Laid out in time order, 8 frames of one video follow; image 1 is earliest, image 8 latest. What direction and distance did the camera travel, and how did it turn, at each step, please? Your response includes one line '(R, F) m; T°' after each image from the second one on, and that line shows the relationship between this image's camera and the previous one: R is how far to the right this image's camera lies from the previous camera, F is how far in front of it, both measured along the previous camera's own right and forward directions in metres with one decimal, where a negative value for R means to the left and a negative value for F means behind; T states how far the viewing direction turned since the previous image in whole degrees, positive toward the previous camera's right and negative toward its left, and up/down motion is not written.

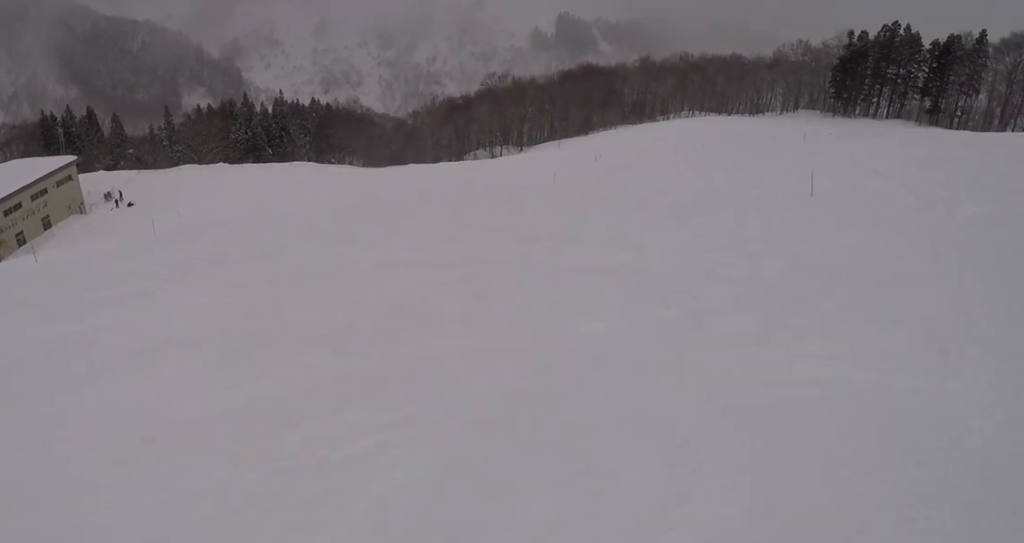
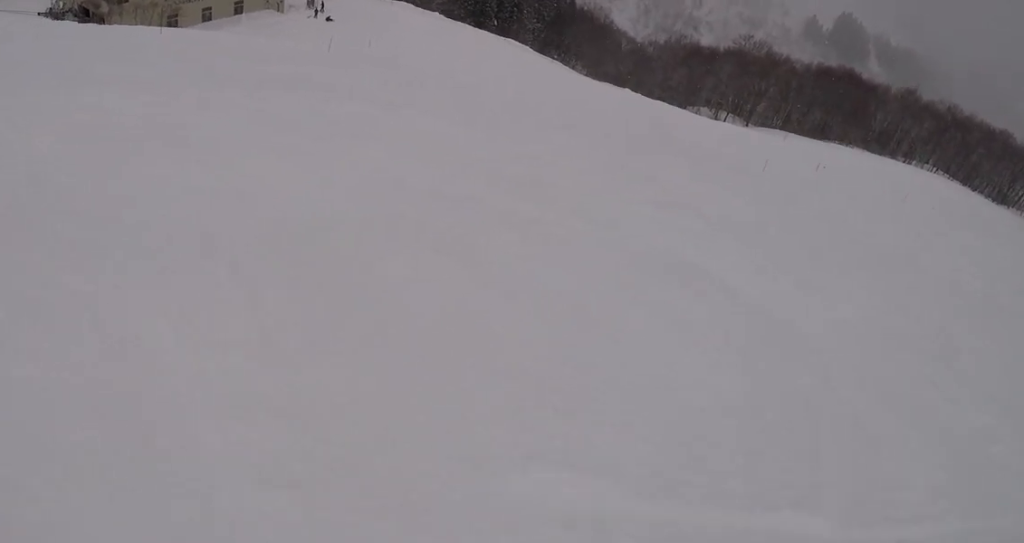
(-0.8, +4.3) m; -21°
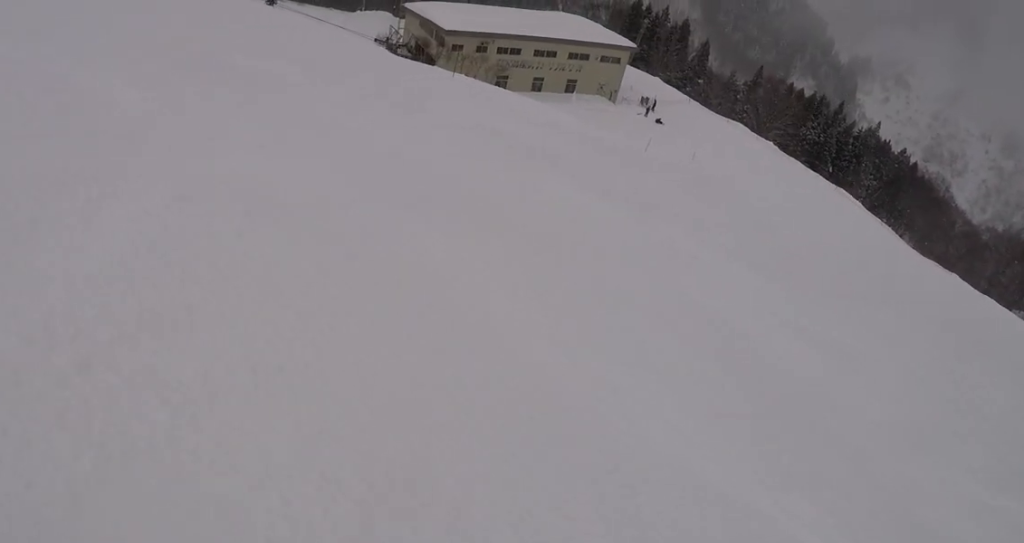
(-0.8, +4.4) m; -11°
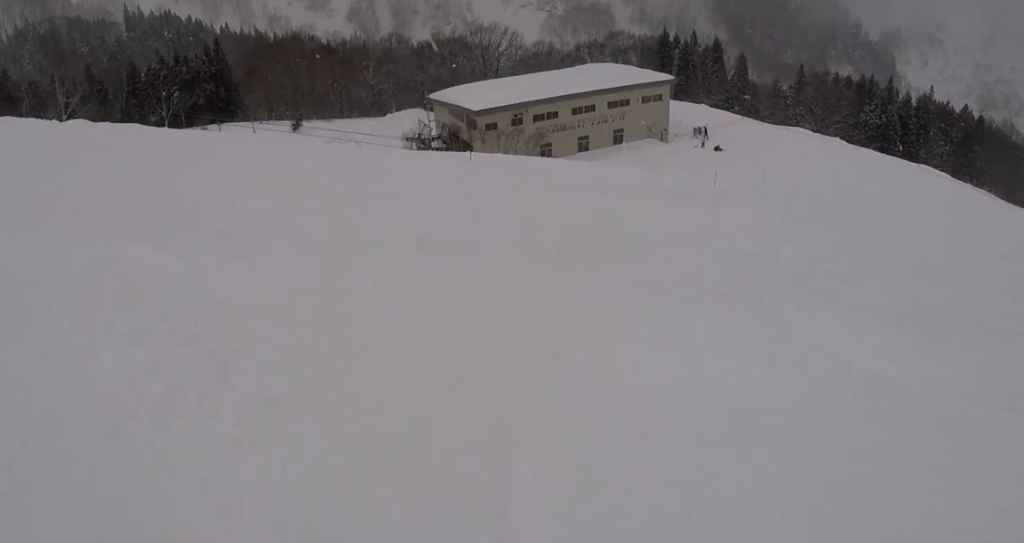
(-0.5, +6.0) m; +11°
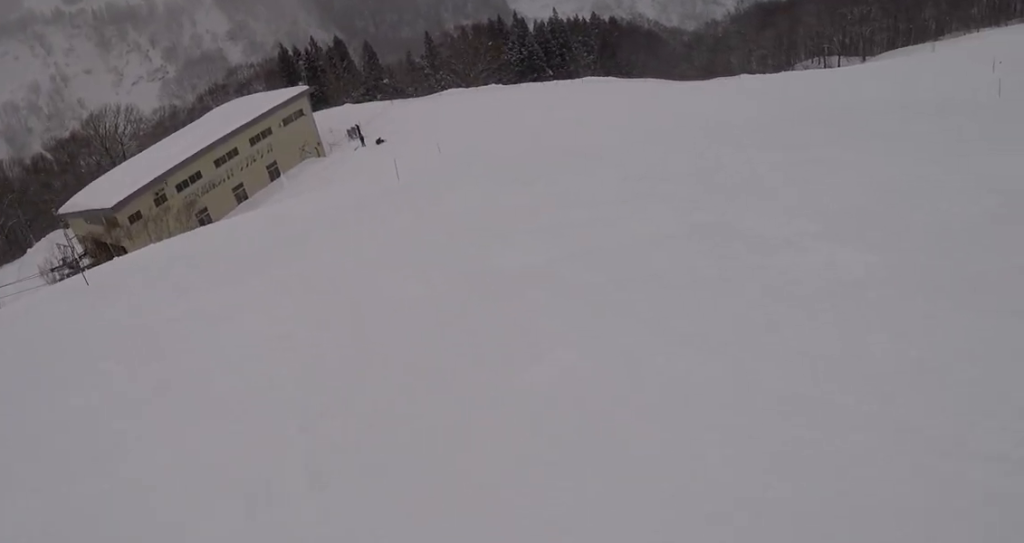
(+1.8, +6.0) m; +30°
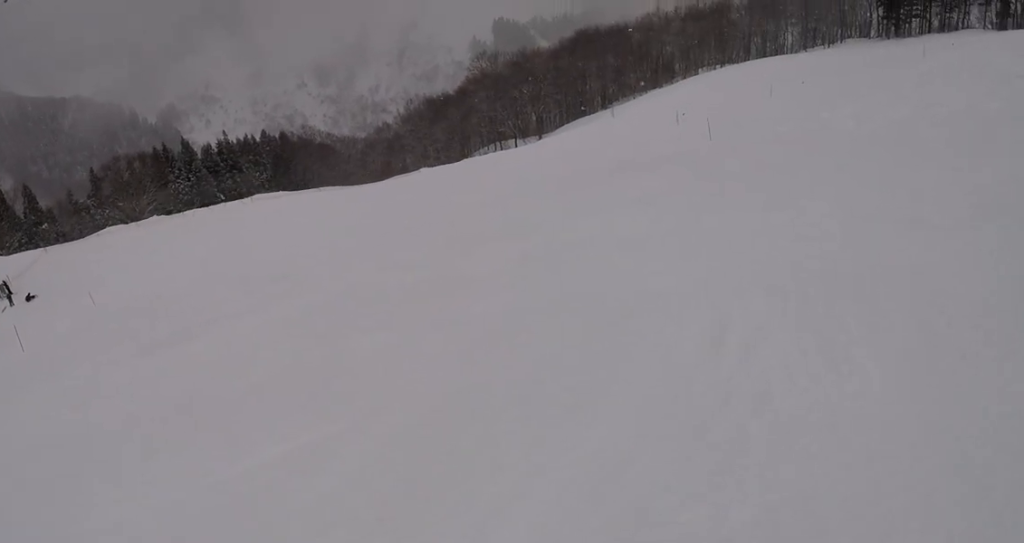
(+1.9, +7.5) m; +7°
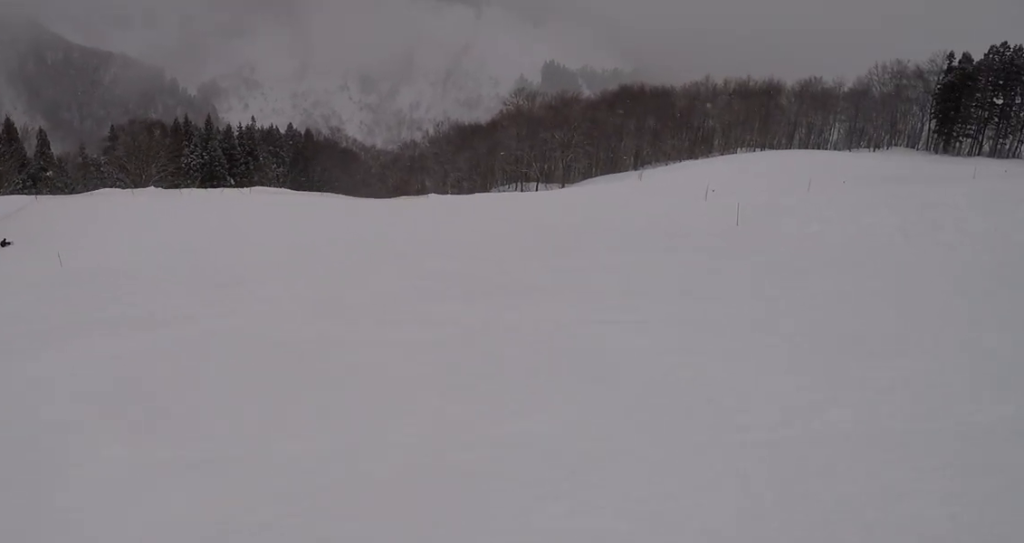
(-0.7, +4.1) m; -19°
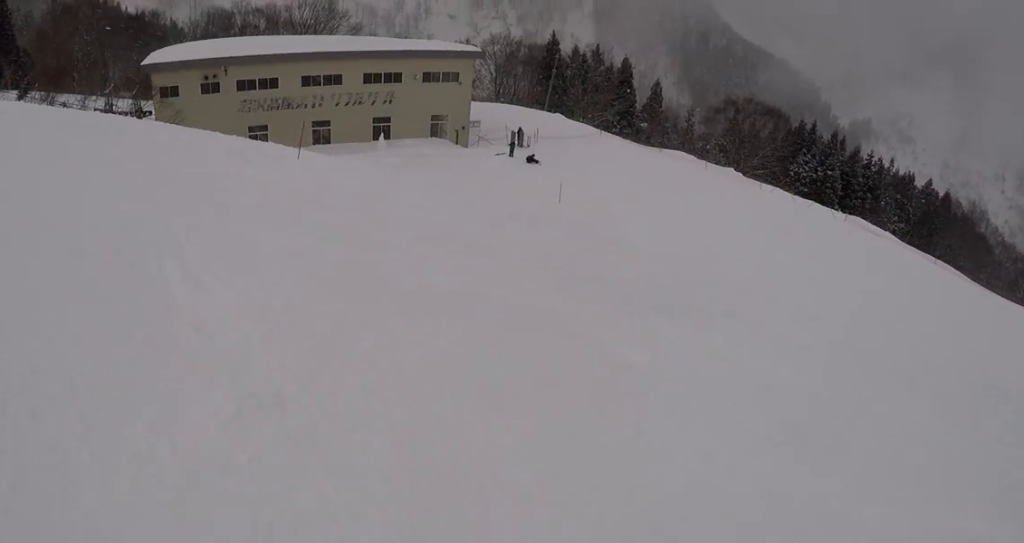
(-8.2, +12.2) m; -42°
